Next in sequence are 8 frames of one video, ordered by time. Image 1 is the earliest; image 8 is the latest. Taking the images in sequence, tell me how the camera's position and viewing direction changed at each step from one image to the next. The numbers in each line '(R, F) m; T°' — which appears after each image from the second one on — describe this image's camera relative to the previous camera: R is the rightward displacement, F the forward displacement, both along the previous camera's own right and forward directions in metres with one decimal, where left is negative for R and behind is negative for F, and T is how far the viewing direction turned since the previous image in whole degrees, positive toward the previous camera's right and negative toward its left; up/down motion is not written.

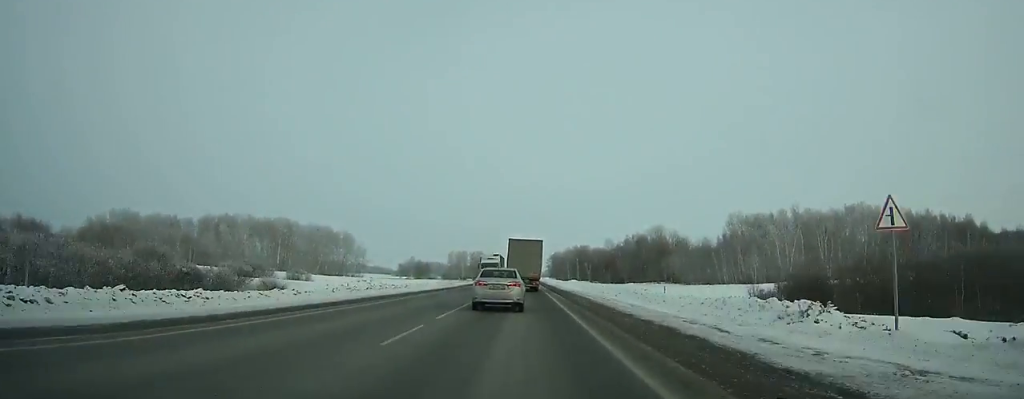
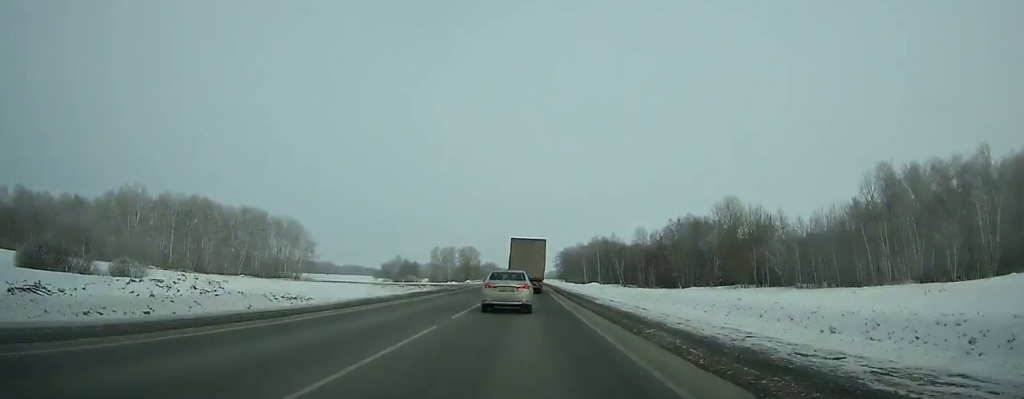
(-0.1, +69.7) m; 0°
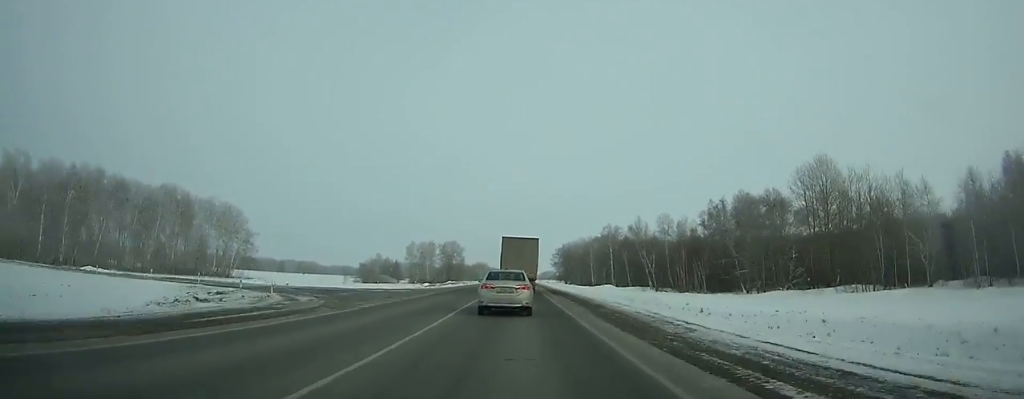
(0.0, +43.4) m; 0°
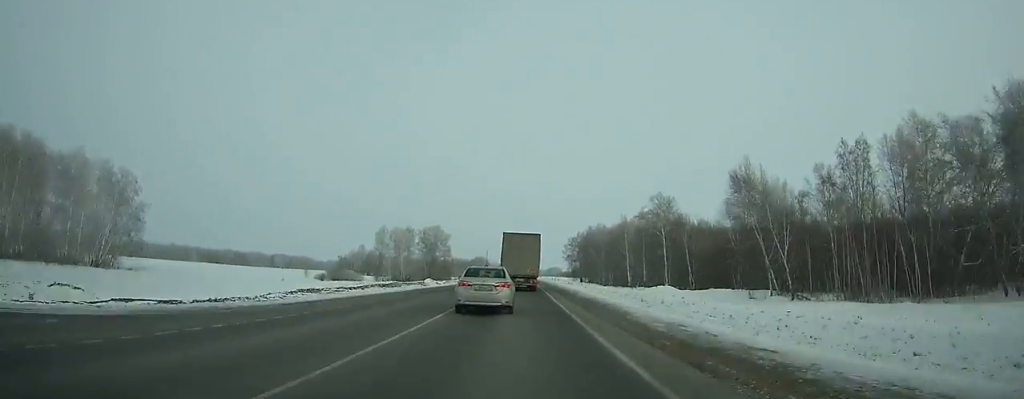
(0.0, +56.6) m; 0°
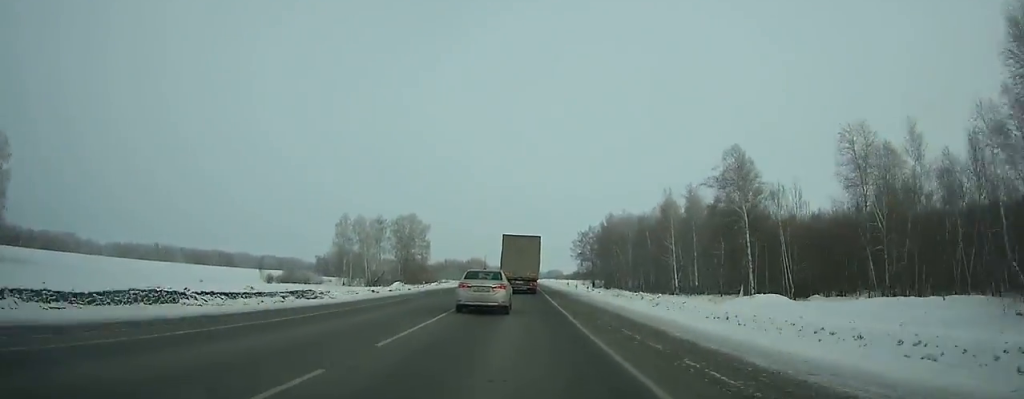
(0.0, +40.5) m; 0°
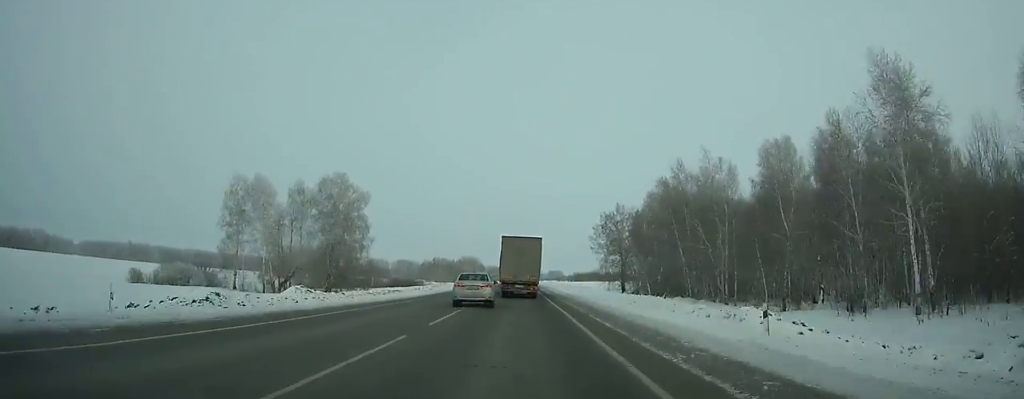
(-0.2, +57.7) m; 0°
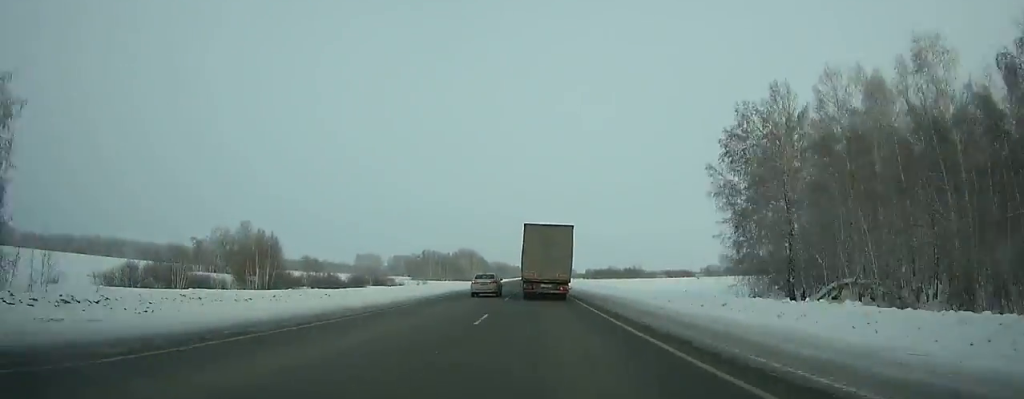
(-0.5, +79.8) m; -1°
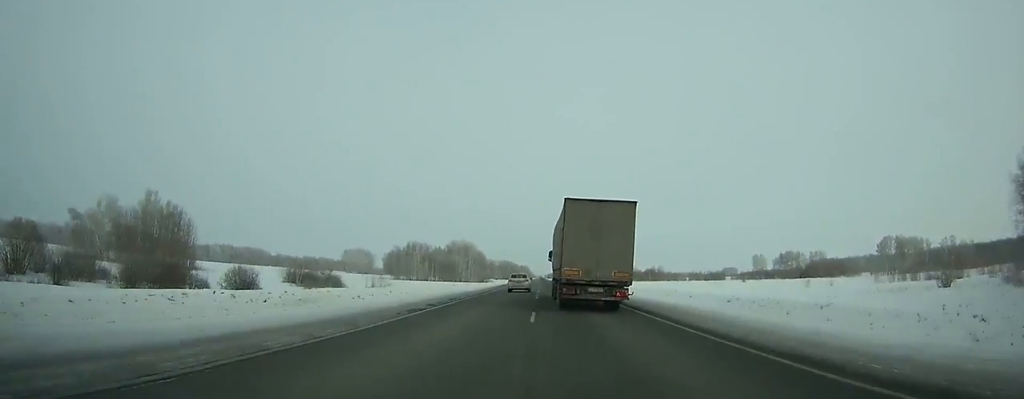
(-0.2, +66.0) m; 0°
